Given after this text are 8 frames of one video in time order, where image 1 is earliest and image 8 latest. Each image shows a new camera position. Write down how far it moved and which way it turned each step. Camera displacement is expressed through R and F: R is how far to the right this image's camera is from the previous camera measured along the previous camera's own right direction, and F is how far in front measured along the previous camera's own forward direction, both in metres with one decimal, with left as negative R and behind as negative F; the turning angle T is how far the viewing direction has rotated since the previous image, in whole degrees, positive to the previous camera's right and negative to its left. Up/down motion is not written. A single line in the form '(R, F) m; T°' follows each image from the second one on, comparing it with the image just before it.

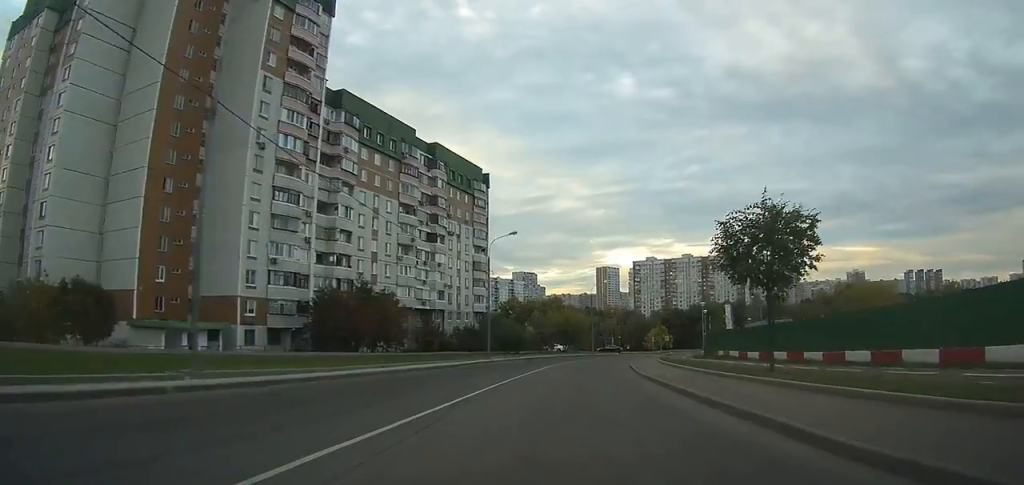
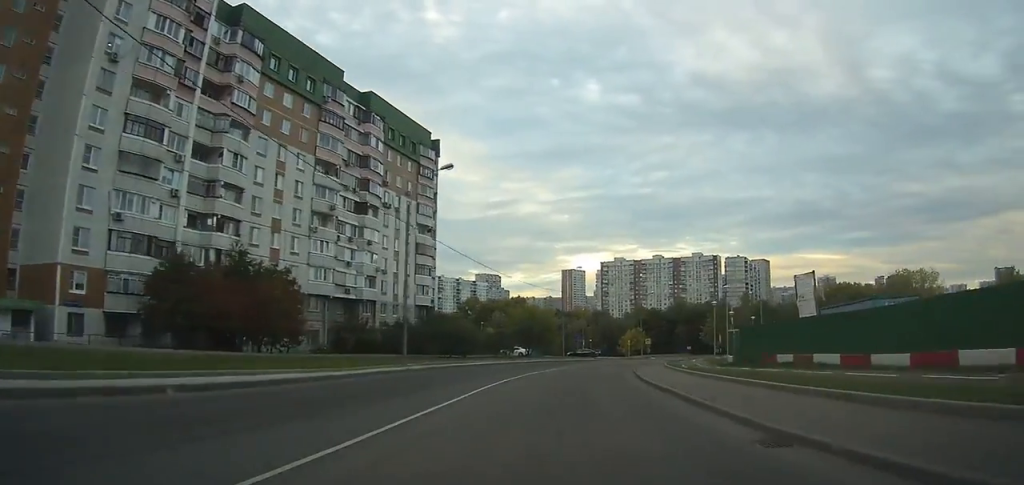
(+0.4, +19.7) m; +3°
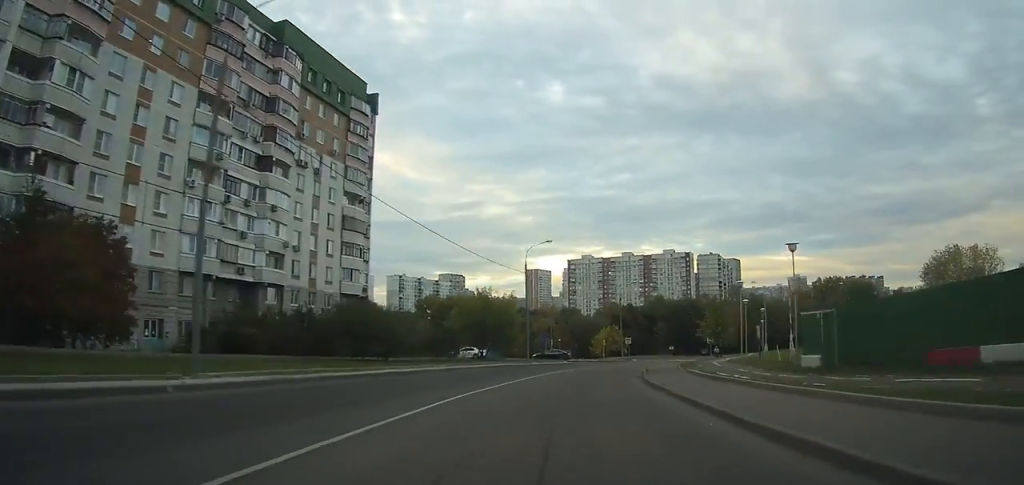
(+0.3, +17.6) m; +3°
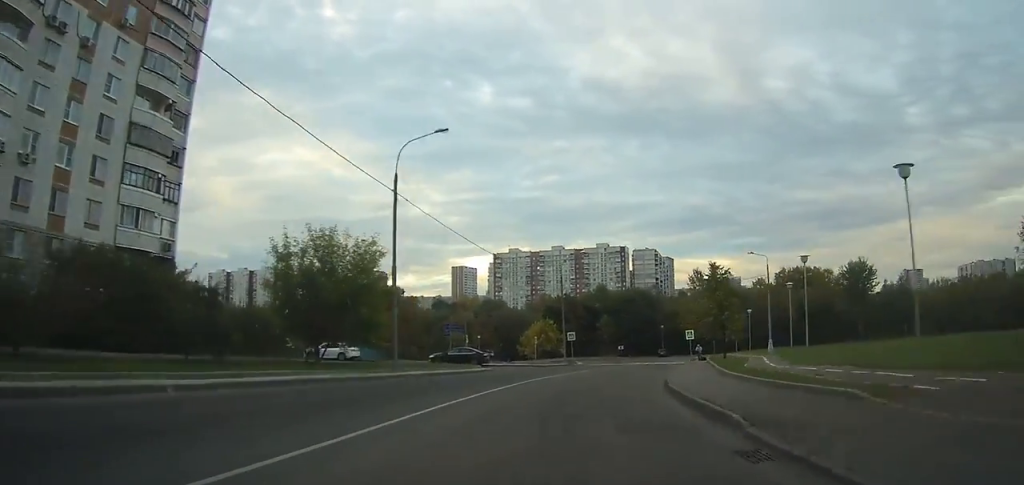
(+1.4, +26.6) m; +7°
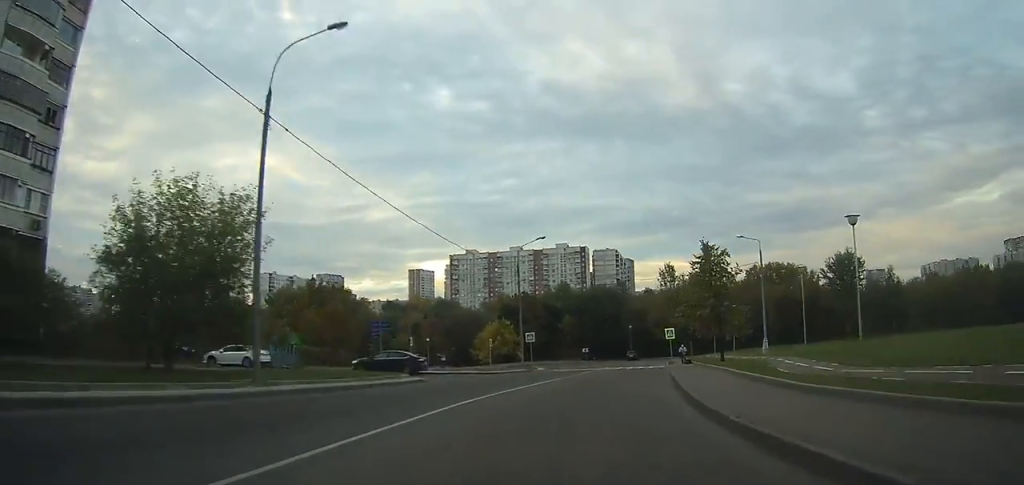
(+0.1, +9.1) m; +3°
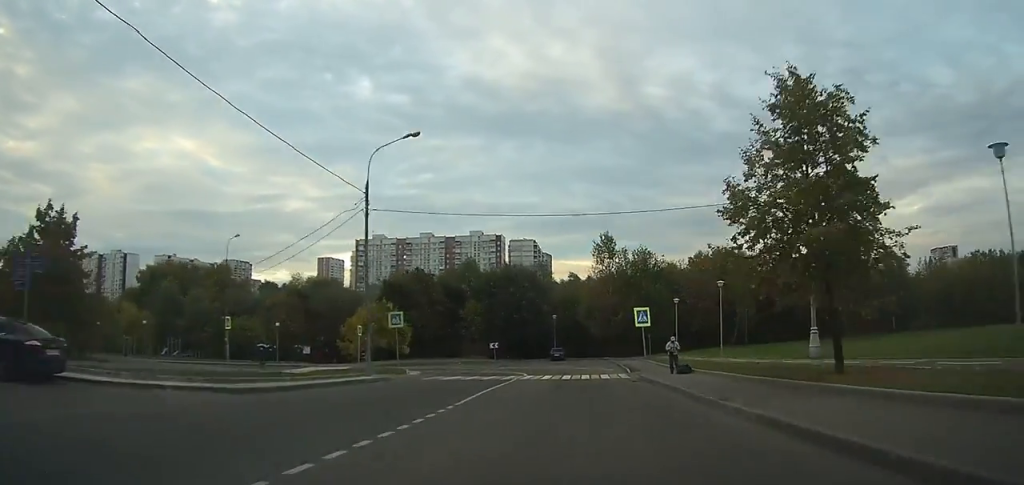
(+1.8, +21.3) m; +7°
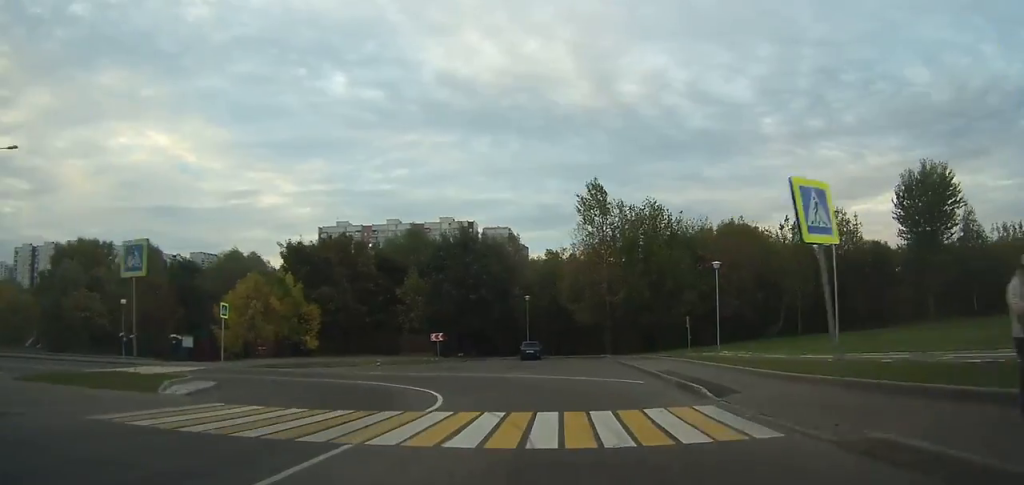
(+0.6, +17.7) m; -2°
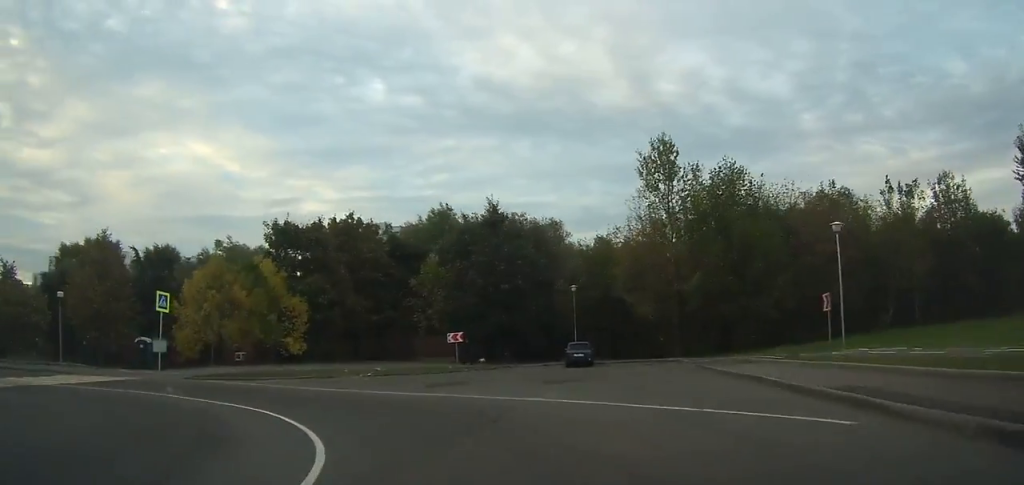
(-0.5, +10.2) m; -10°
